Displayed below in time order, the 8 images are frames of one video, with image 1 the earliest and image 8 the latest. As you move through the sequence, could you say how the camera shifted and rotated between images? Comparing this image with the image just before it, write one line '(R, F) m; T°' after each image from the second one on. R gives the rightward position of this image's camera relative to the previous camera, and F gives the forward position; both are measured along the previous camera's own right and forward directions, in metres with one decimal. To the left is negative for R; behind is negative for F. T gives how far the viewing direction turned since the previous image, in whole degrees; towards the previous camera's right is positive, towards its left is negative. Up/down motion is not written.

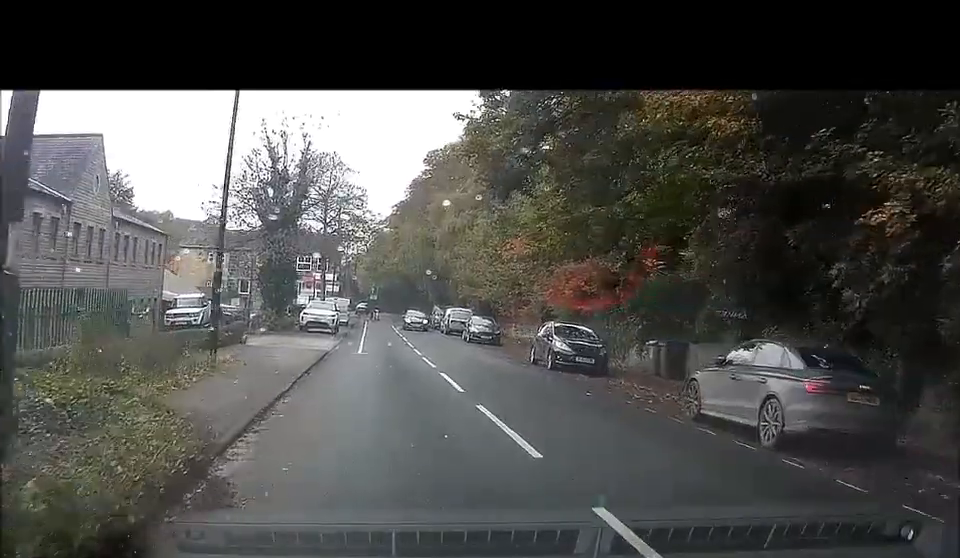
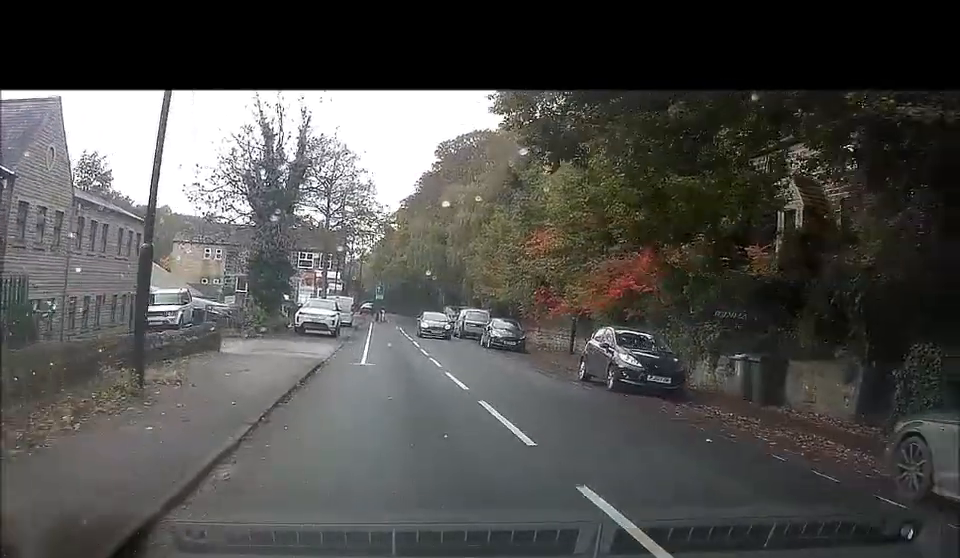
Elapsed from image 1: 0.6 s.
(-0.2, +6.1) m; +2°
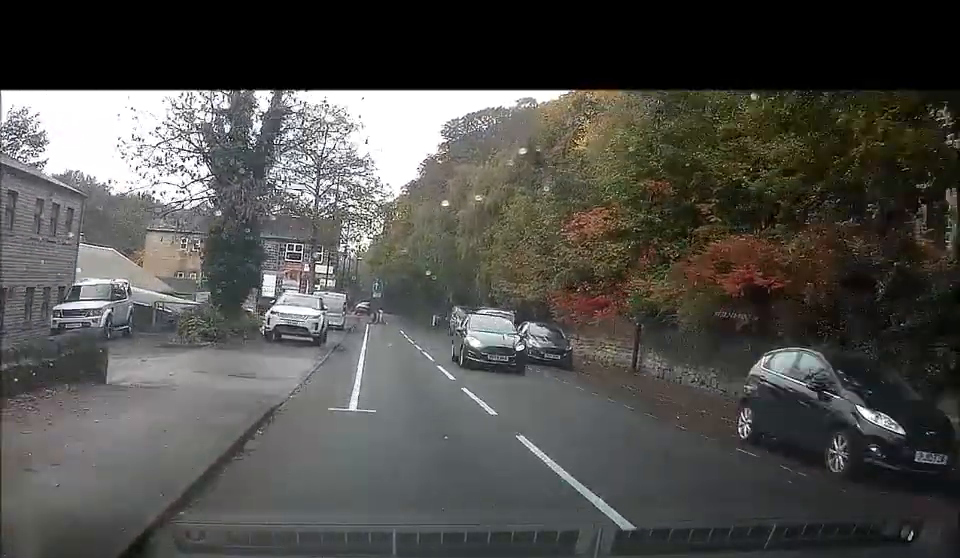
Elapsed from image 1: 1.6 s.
(+0.6, +10.2) m; +2°
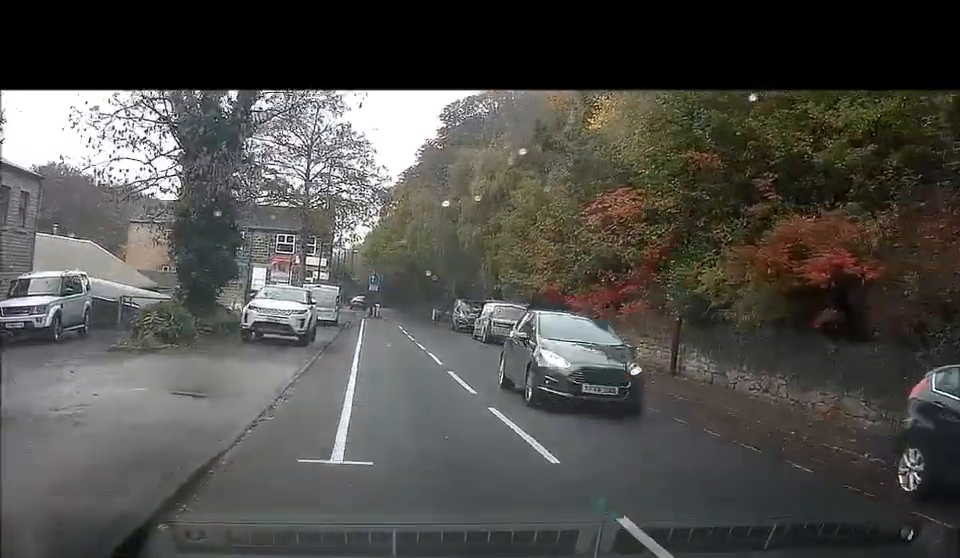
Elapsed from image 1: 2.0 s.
(-0.1, +4.5) m; 0°
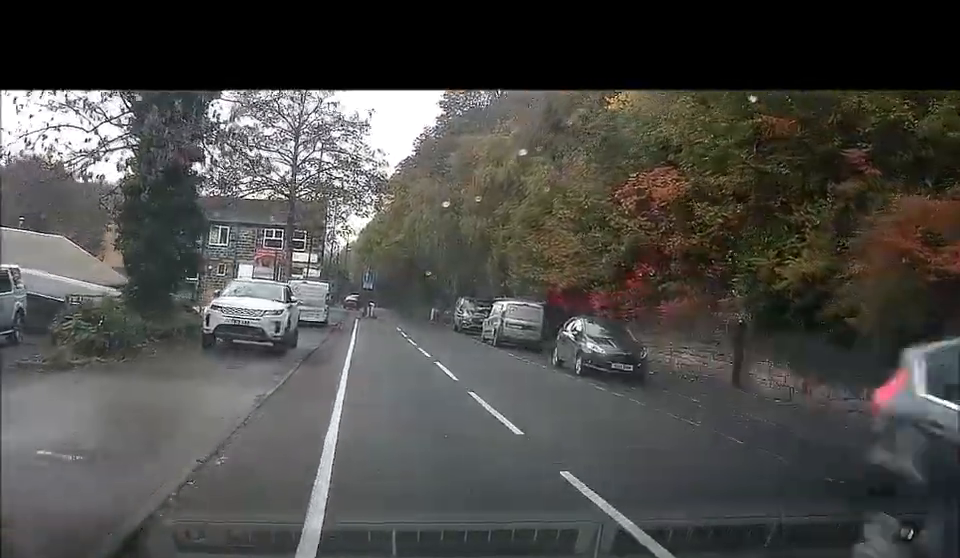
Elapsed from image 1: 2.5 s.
(-0.1, +5.2) m; 0°
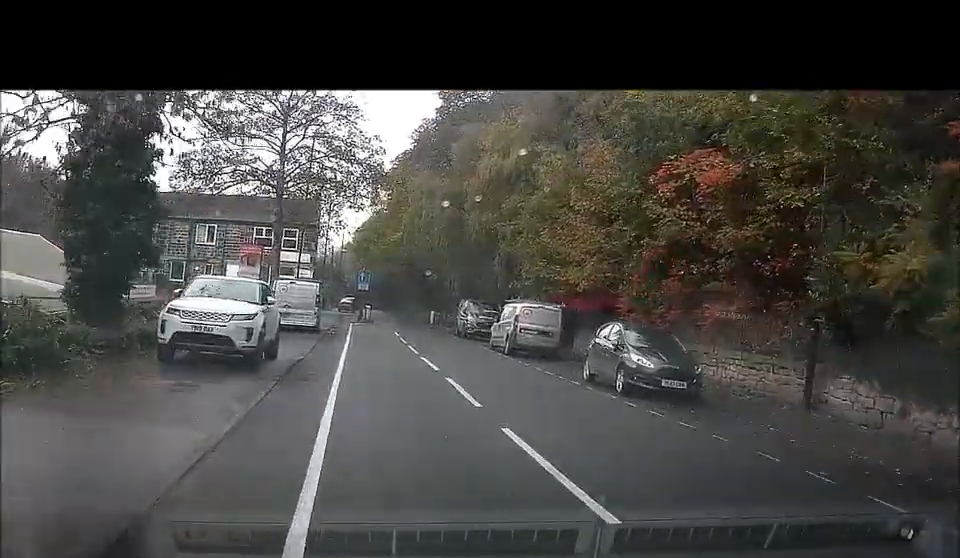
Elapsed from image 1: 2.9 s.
(0.0, +4.1) m; +1°
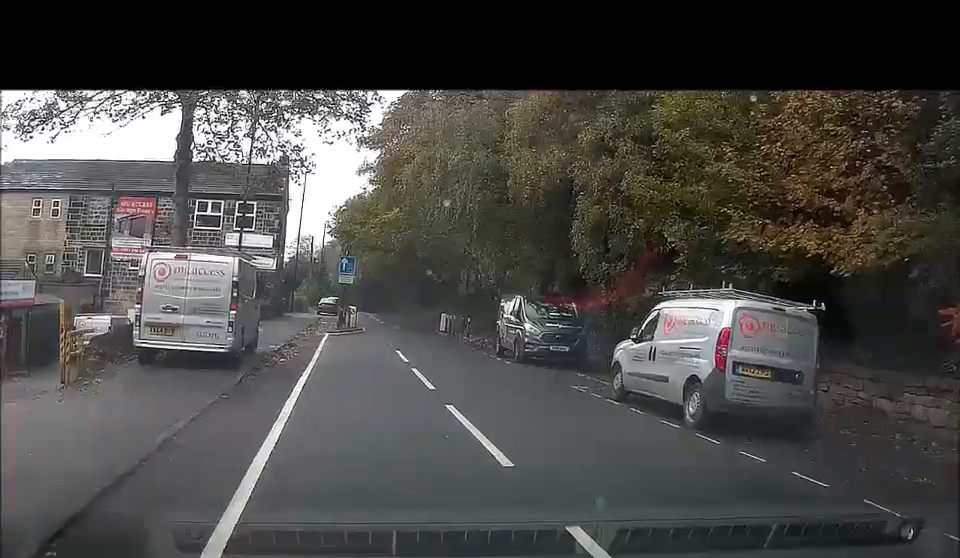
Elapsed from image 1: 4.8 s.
(+0.5, +18.7) m; +2°
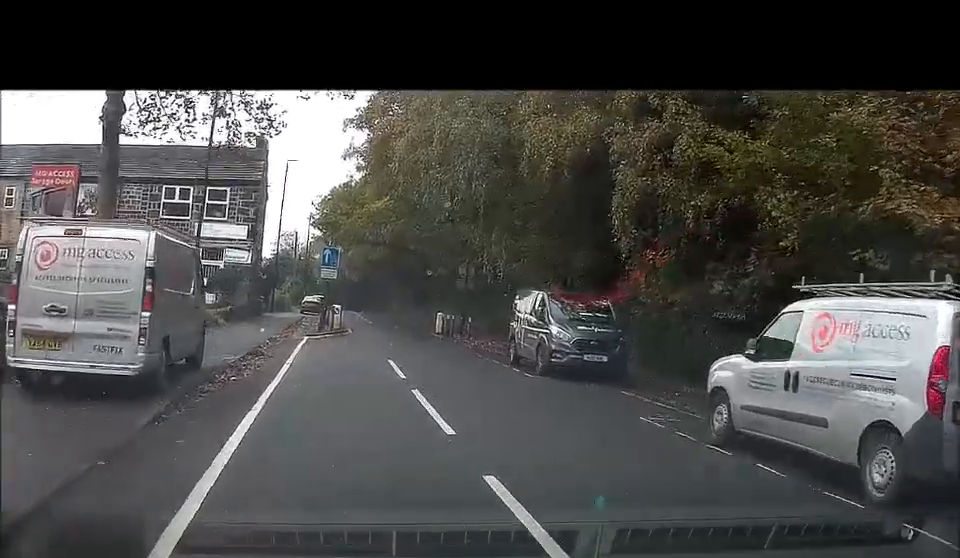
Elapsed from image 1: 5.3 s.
(-0.1, +5.3) m; +2°
